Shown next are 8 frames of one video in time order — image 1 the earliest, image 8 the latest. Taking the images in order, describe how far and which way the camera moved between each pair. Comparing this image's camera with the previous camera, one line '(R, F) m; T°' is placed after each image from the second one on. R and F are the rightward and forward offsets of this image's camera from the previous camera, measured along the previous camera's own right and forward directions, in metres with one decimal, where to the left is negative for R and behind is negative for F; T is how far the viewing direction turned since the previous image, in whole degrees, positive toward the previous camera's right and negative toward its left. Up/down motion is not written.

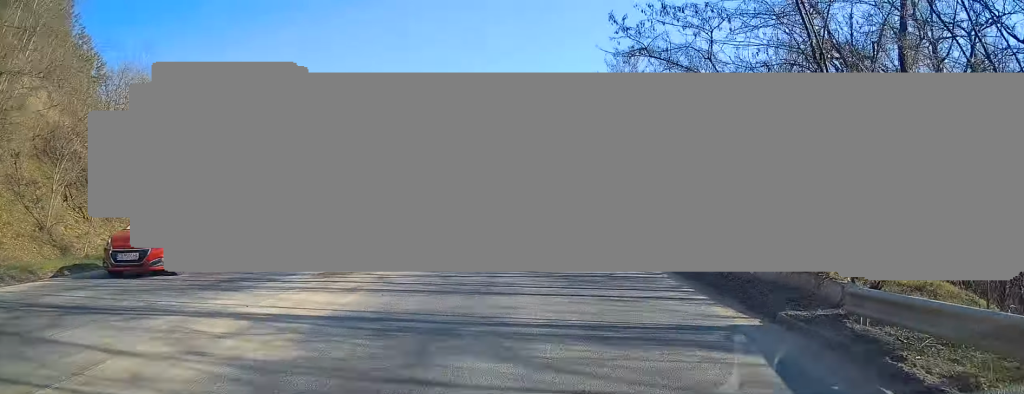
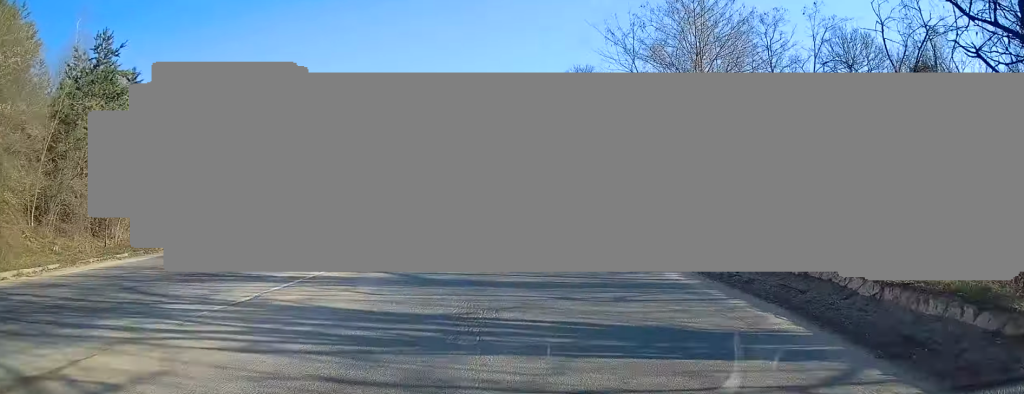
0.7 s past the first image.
(+0.3, +9.7) m; +1°
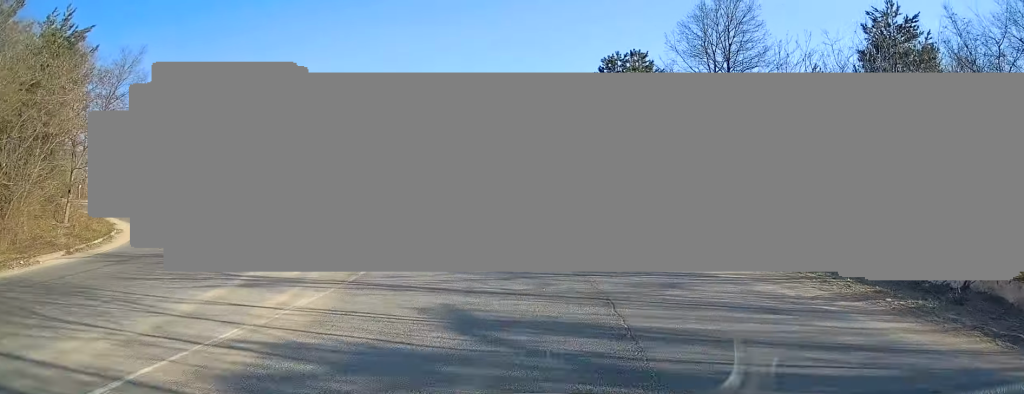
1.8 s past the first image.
(-0.7, +16.1) m; -8°
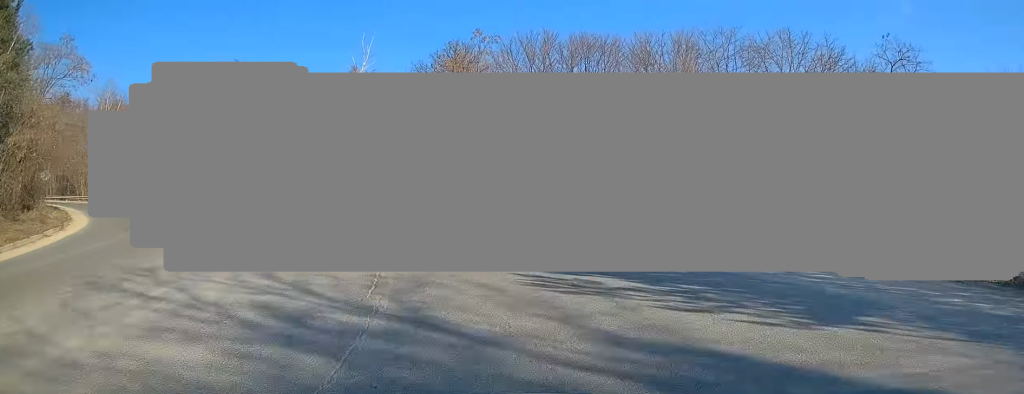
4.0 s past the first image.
(-7.6, +27.8) m; -35°
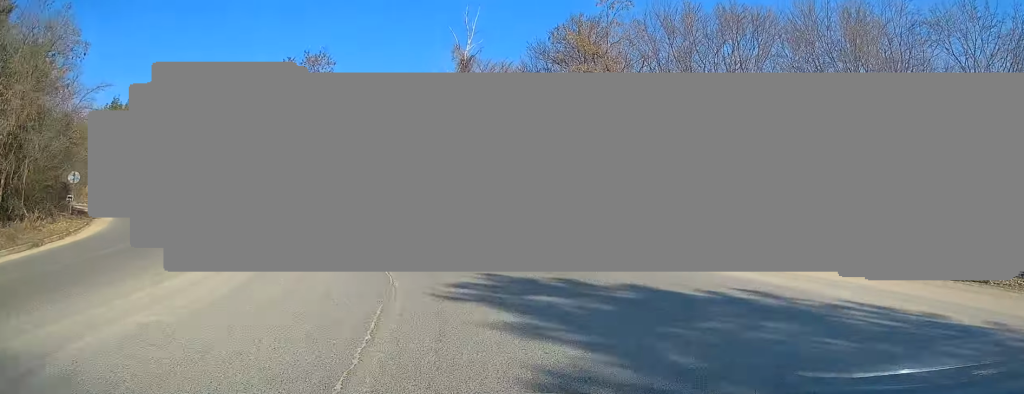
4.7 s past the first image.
(-0.5, +8.8) m; -13°
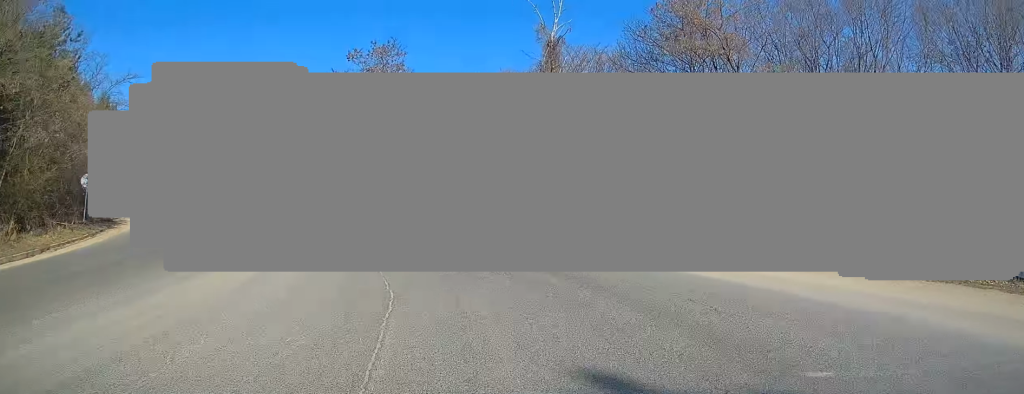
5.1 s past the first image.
(-1.0, +6.3) m; -8°
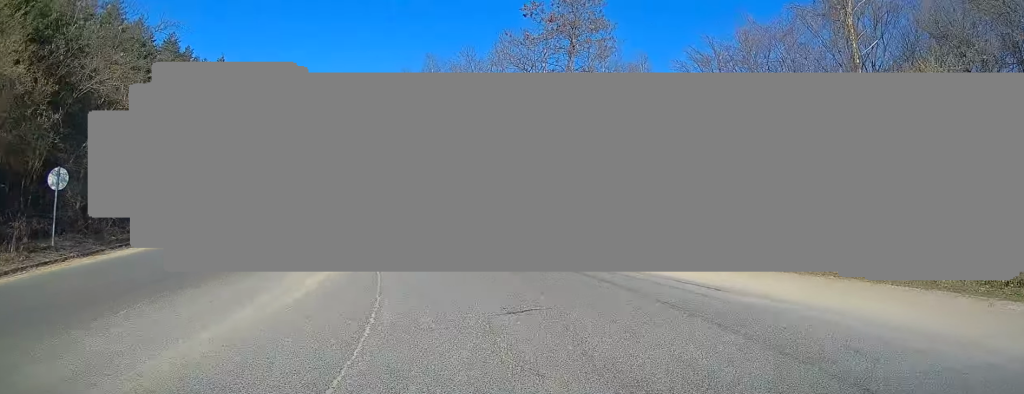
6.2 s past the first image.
(-2.4, +14.9) m; -17°
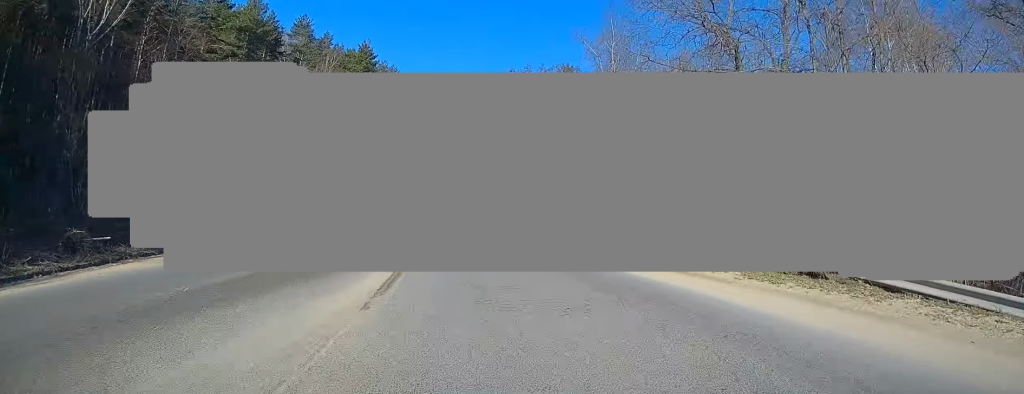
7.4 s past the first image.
(-2.1, +16.0) m; -14°
